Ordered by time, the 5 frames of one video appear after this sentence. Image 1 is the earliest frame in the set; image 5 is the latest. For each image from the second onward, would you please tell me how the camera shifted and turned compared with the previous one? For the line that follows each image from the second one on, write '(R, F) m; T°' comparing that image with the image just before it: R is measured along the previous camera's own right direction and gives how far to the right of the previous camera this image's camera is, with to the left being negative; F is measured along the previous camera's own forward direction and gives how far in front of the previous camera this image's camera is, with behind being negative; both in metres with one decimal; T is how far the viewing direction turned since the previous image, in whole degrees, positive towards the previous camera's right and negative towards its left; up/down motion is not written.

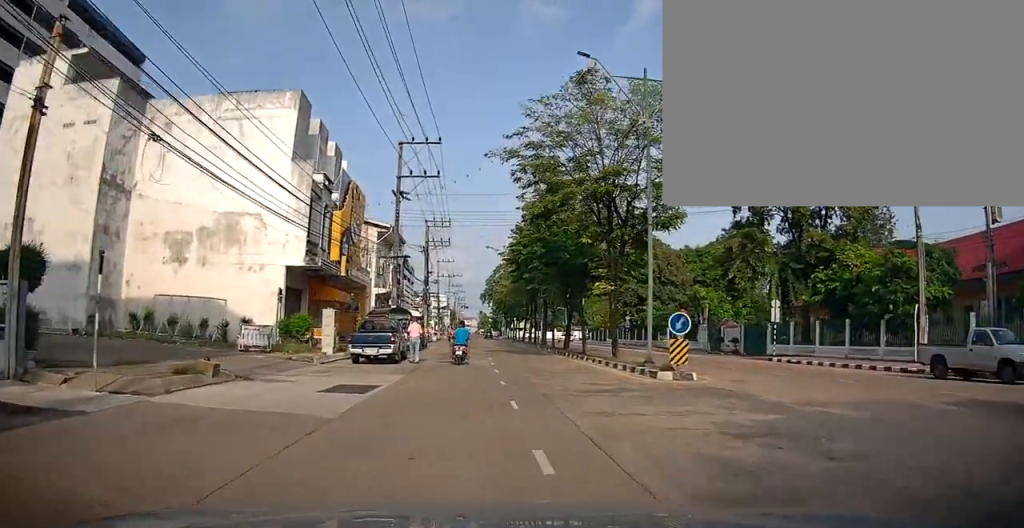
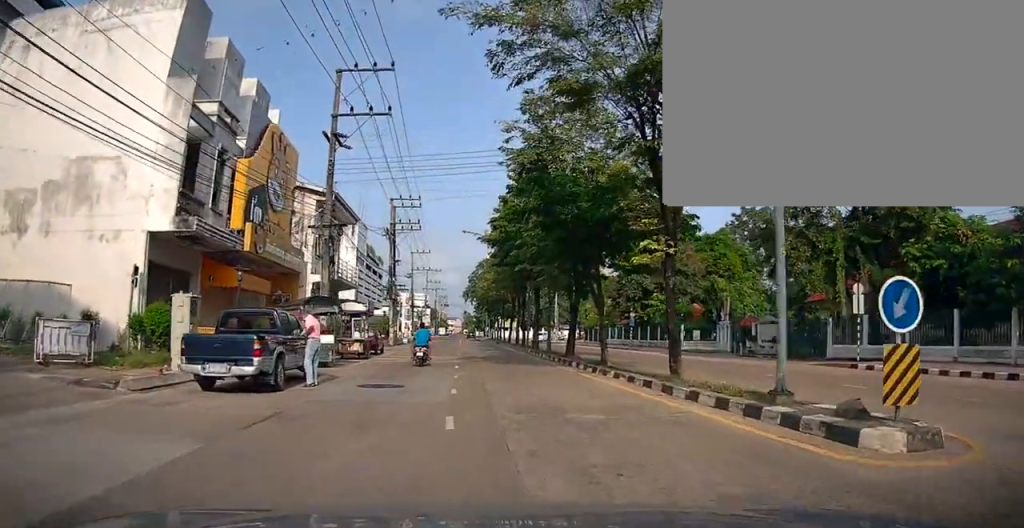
(+0.1, +10.1) m; 0°
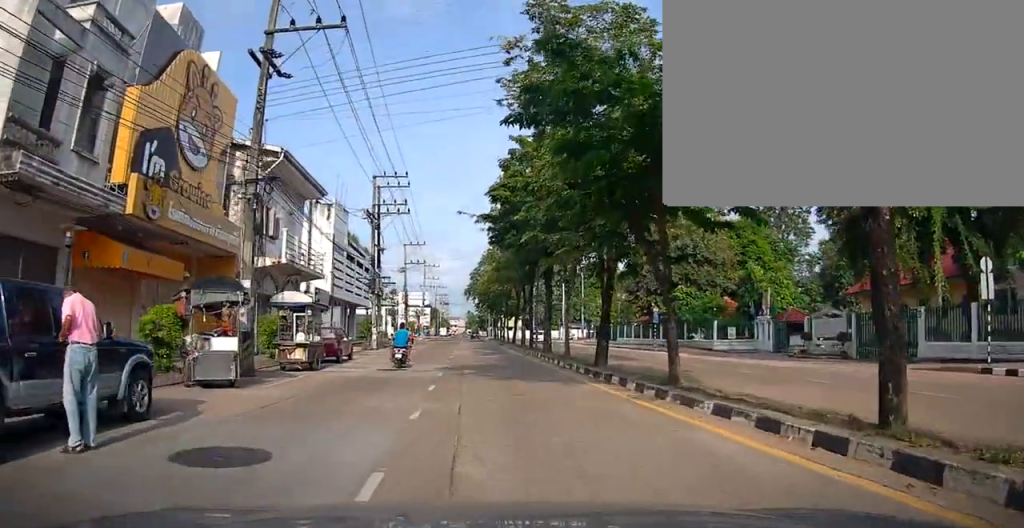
(0.0, +7.5) m; -1°
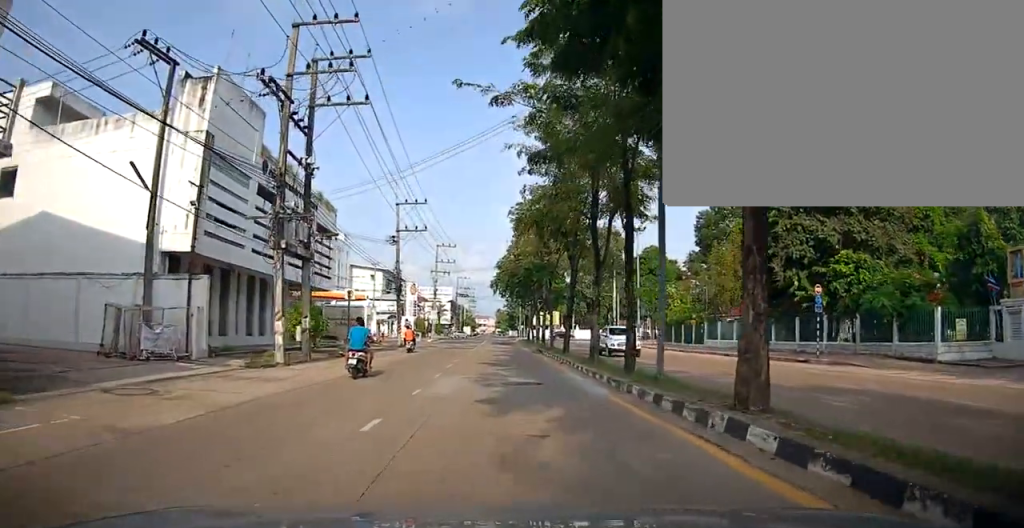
(-0.6, +21.6) m; -3°
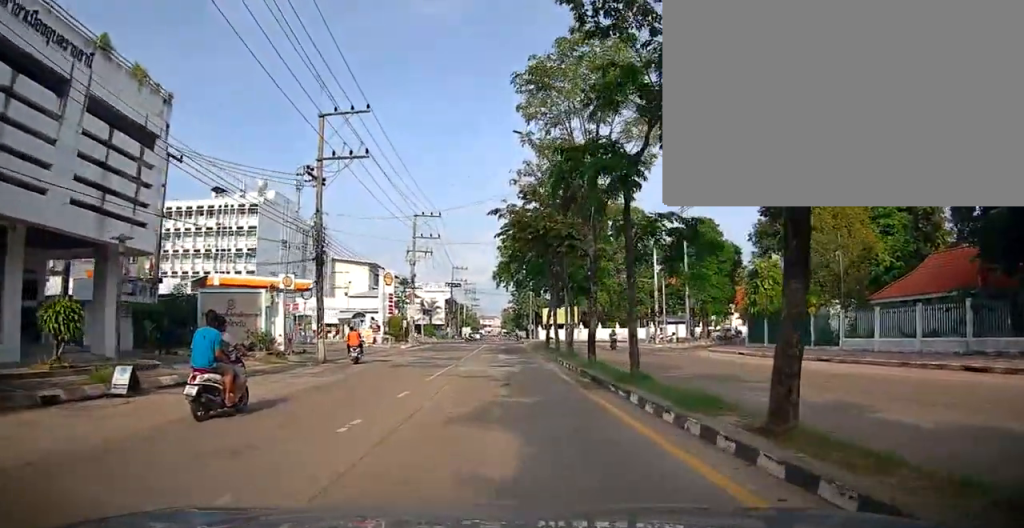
(+0.3, +20.6) m; -1°
